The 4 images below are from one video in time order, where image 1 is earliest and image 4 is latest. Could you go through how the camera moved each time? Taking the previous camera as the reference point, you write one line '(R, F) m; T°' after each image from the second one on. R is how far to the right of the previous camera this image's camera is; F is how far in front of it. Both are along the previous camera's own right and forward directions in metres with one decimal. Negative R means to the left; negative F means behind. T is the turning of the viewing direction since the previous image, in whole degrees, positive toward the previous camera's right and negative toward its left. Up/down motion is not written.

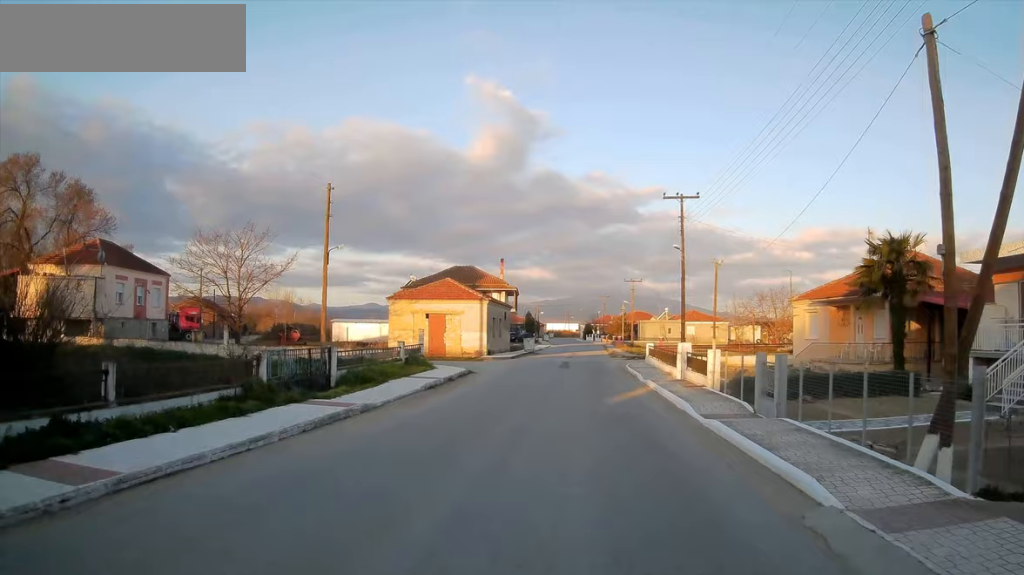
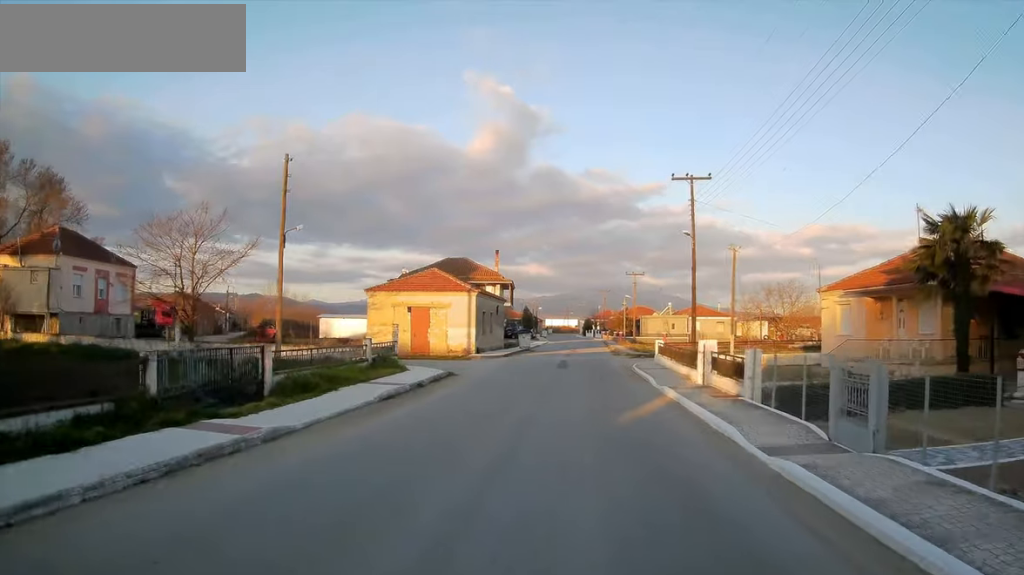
(0.0, +4.5) m; 0°
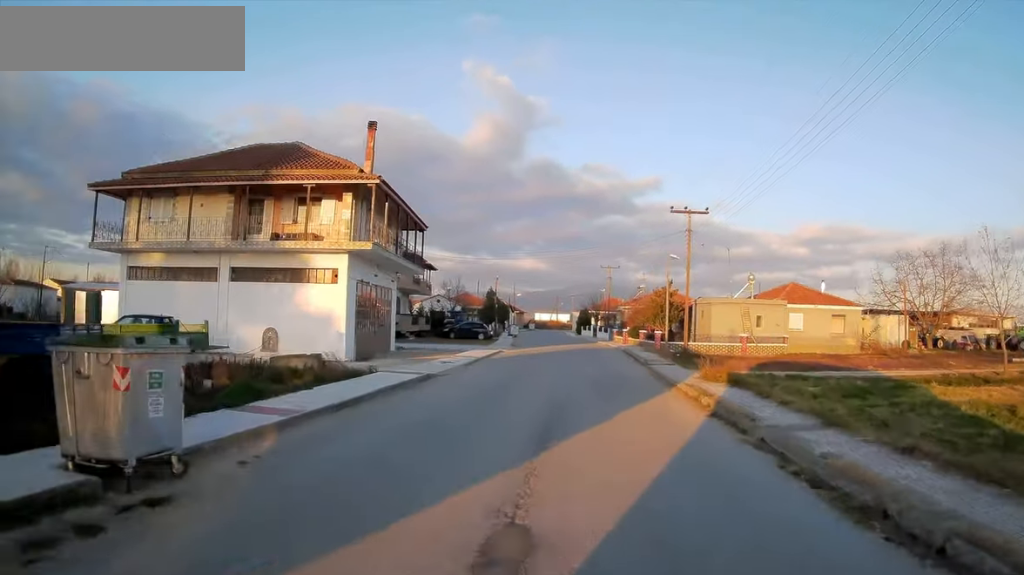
(-0.9, +48.2) m; -2°
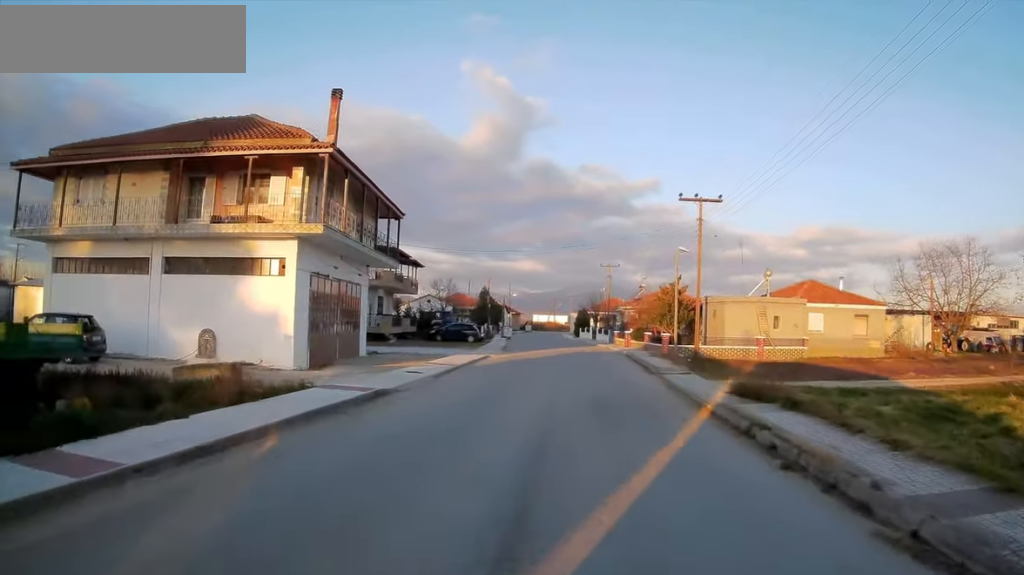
(+0.2, +4.9) m; 0°
